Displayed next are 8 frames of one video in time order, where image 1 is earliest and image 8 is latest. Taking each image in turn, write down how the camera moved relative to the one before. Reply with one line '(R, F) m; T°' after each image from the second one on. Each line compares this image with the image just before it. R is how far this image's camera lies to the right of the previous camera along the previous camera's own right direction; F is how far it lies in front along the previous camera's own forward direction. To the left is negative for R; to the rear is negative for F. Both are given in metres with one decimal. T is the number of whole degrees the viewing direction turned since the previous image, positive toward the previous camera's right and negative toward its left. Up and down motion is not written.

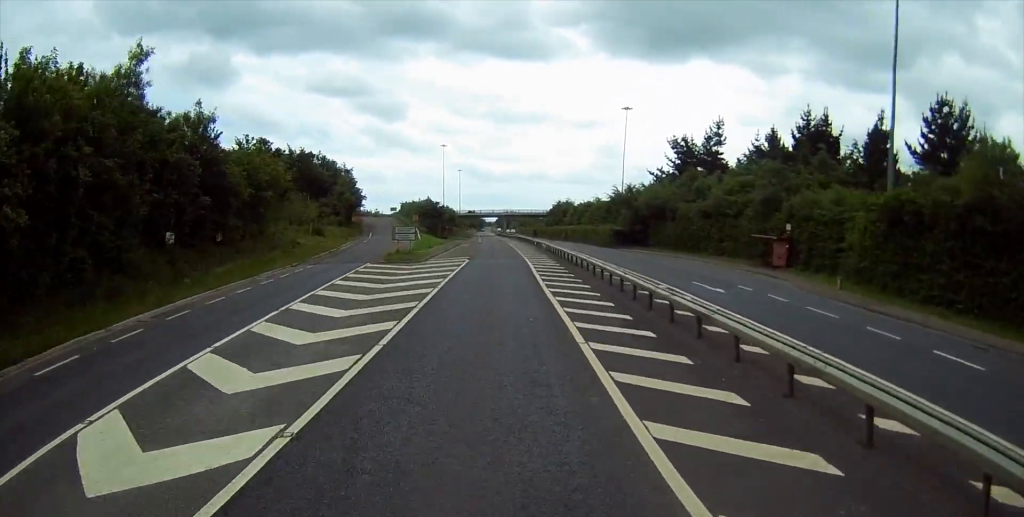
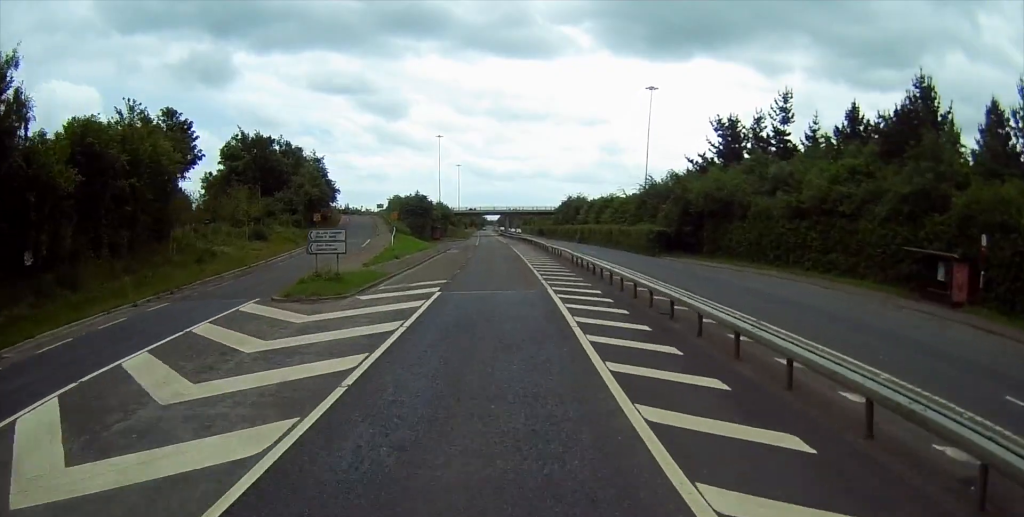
(-0.1, +21.3) m; 0°
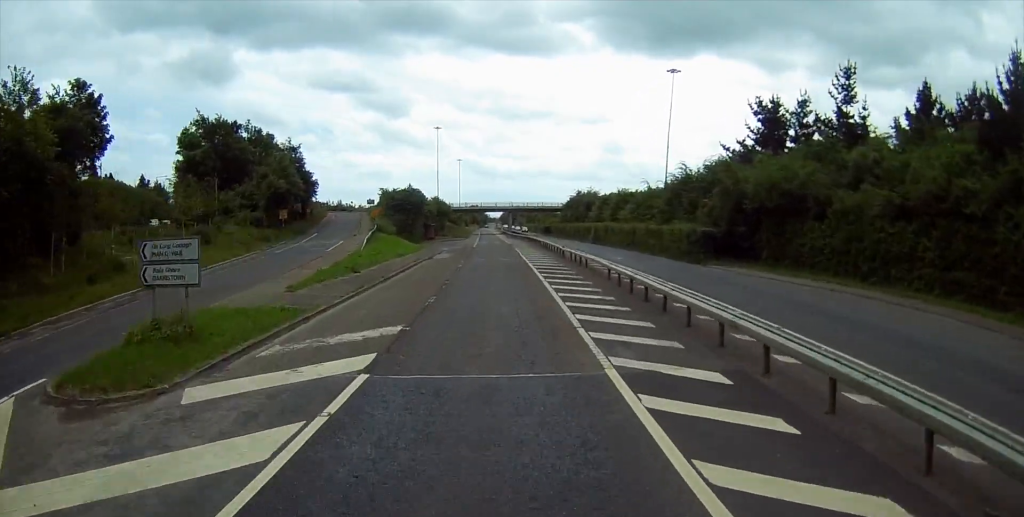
(0.0, +13.2) m; 0°
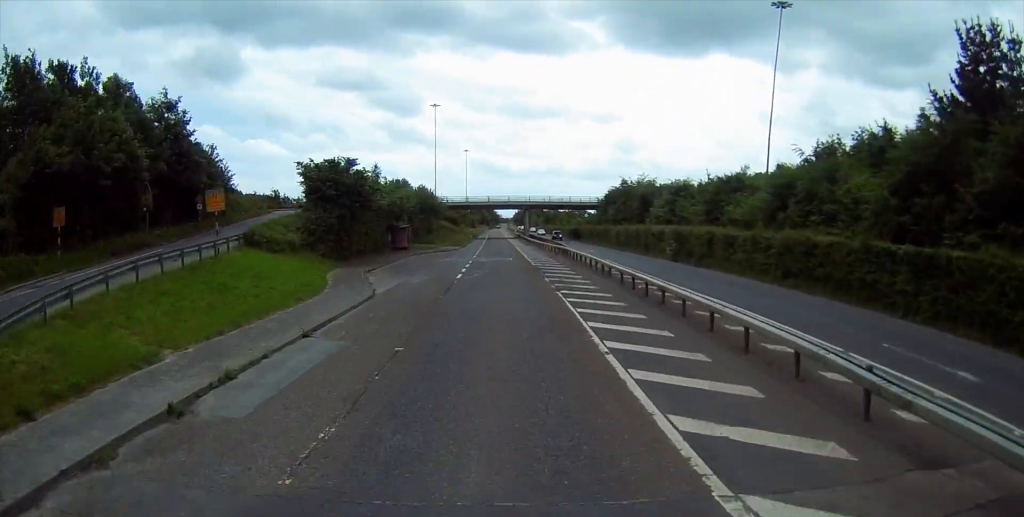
(-0.5, +38.3) m; -1°
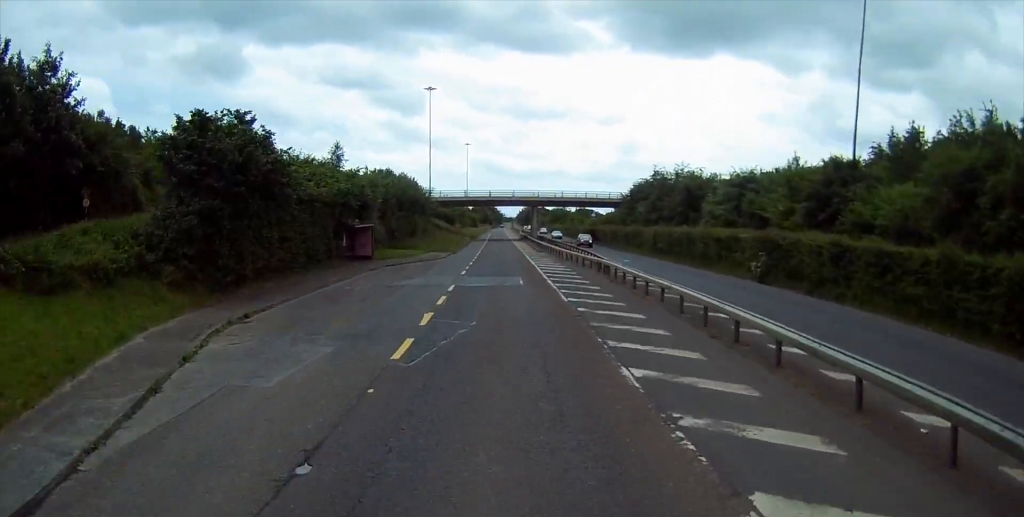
(+0.4, +18.6) m; -1°
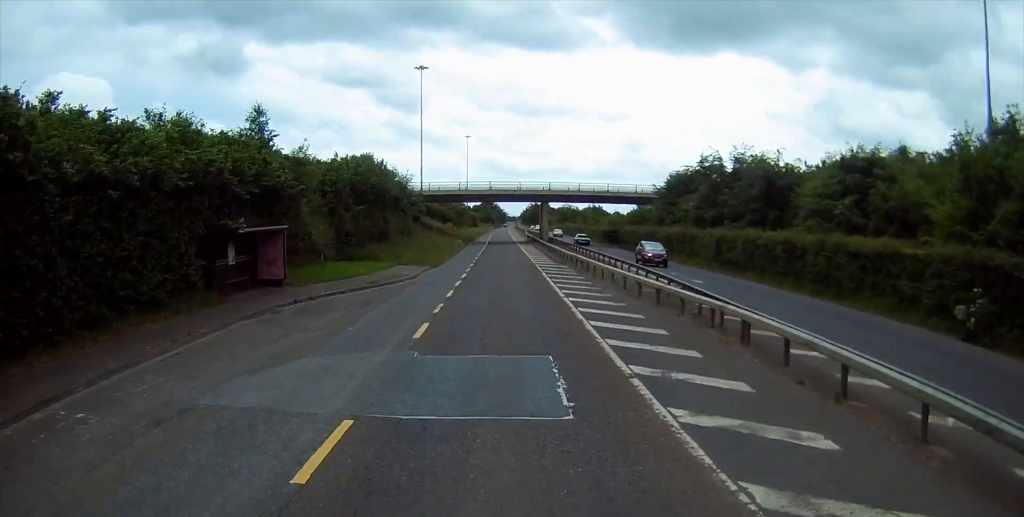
(-0.5, +18.6) m; -1°
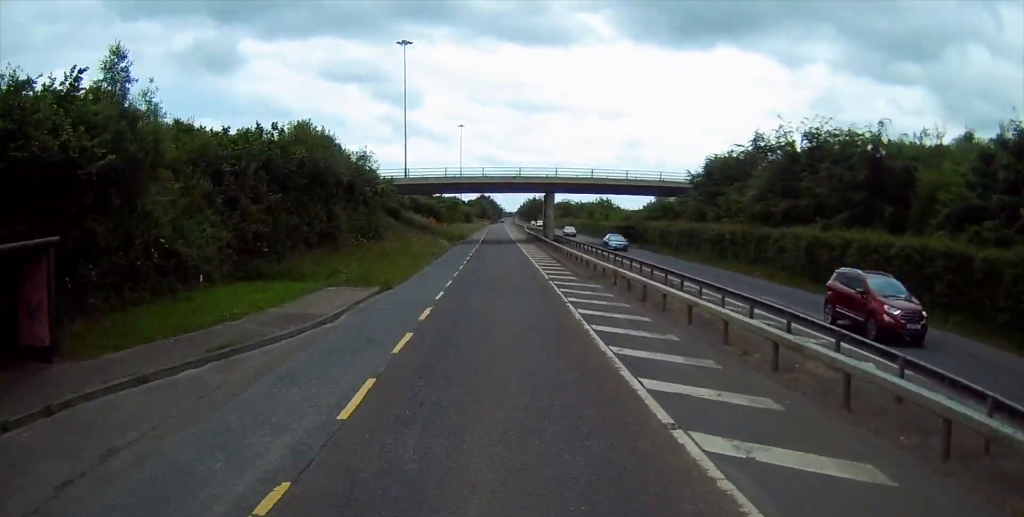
(0.0, +14.8) m; 0°
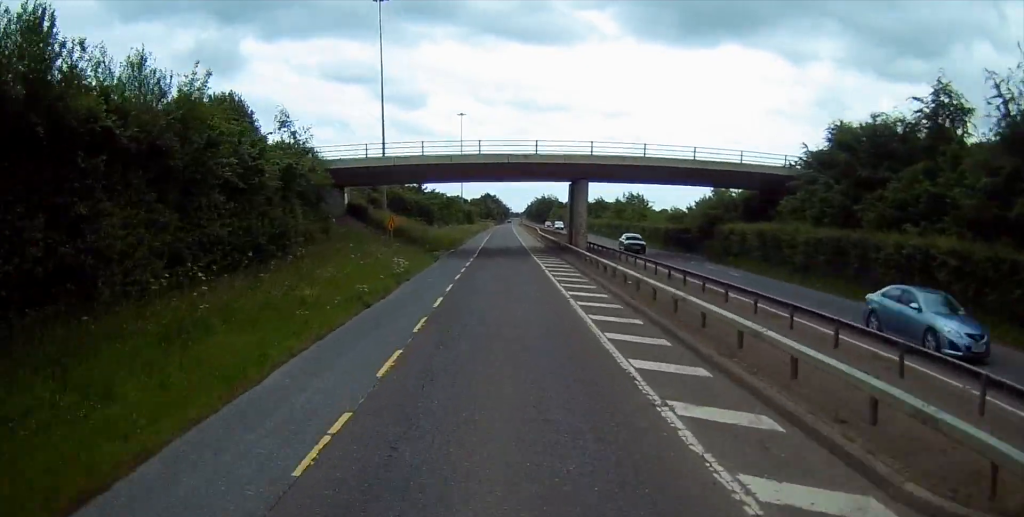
(+0.3, +23.0) m; 0°
